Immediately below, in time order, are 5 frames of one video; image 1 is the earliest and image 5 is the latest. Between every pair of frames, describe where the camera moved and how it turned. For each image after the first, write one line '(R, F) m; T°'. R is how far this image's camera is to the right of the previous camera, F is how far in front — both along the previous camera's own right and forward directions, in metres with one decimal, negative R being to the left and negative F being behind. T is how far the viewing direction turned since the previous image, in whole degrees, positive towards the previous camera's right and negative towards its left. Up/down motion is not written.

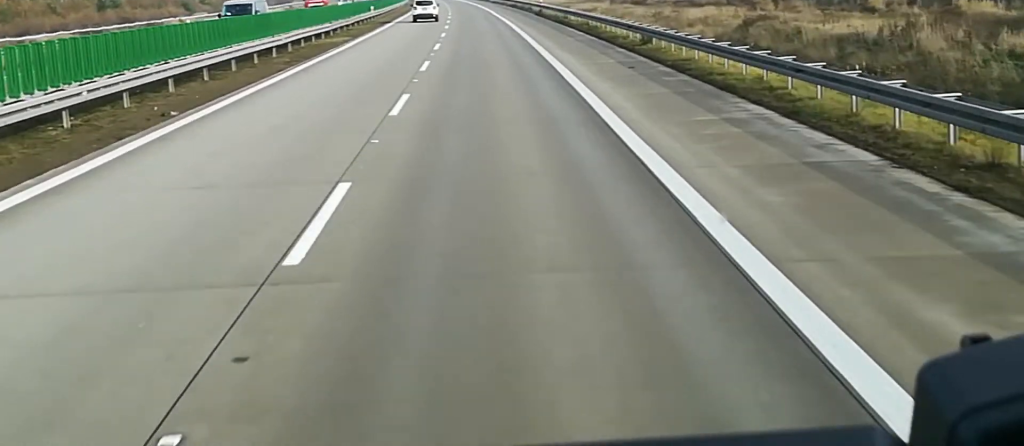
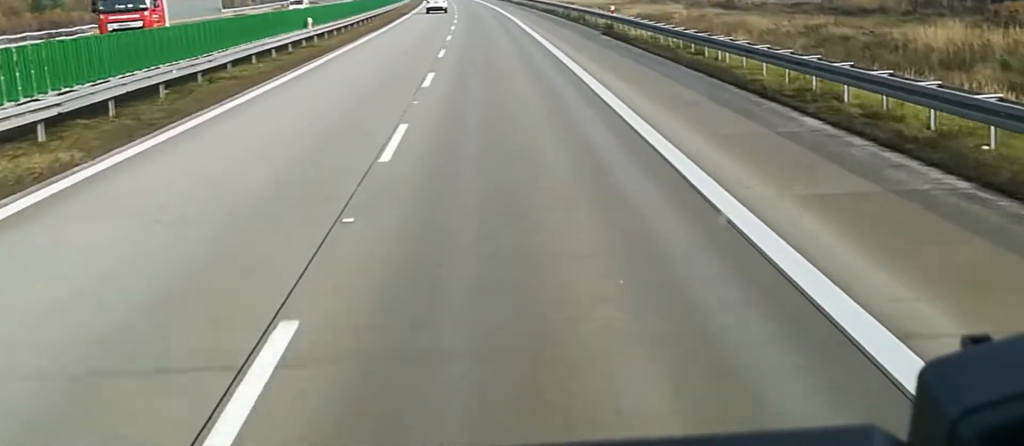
(-0.4, +41.6) m; -1°
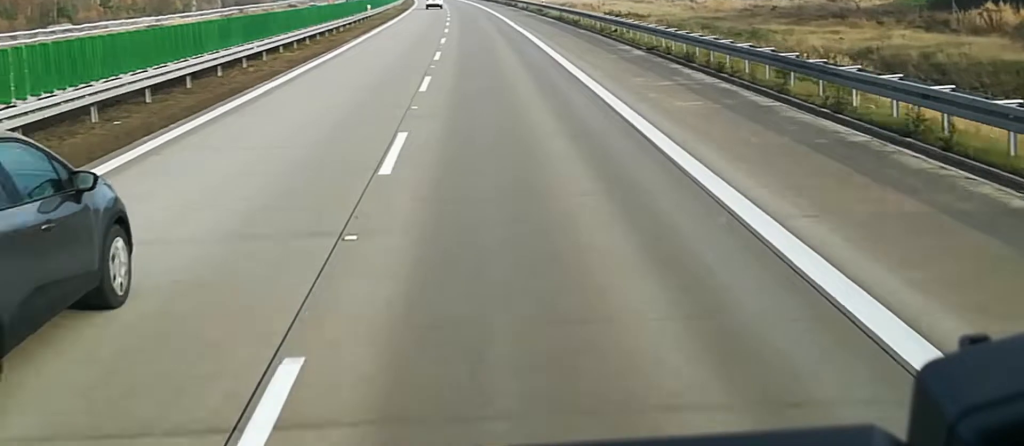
(-0.8, +60.8) m; 0°
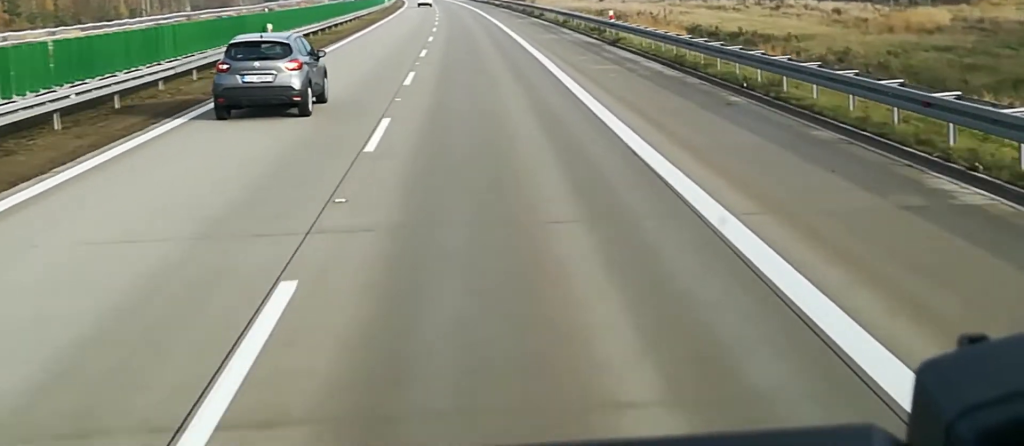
(-0.1, +44.7) m; 0°
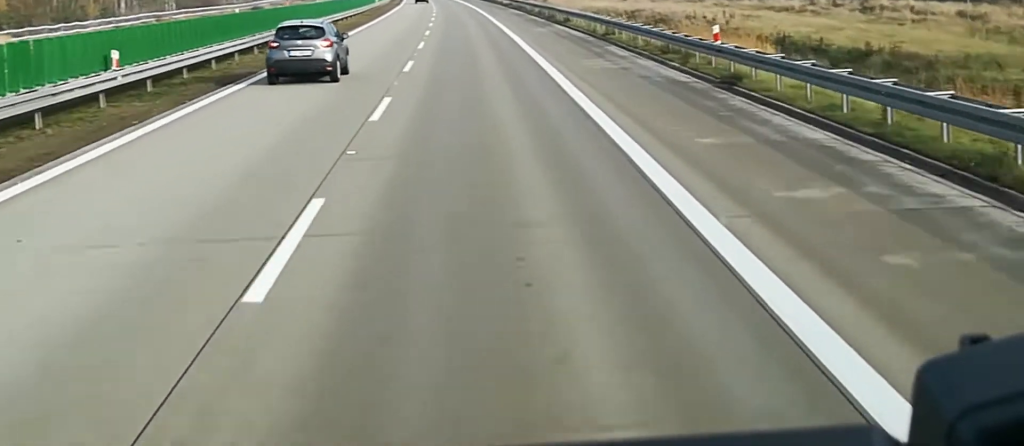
(+0.2, +20.2) m; 0°
